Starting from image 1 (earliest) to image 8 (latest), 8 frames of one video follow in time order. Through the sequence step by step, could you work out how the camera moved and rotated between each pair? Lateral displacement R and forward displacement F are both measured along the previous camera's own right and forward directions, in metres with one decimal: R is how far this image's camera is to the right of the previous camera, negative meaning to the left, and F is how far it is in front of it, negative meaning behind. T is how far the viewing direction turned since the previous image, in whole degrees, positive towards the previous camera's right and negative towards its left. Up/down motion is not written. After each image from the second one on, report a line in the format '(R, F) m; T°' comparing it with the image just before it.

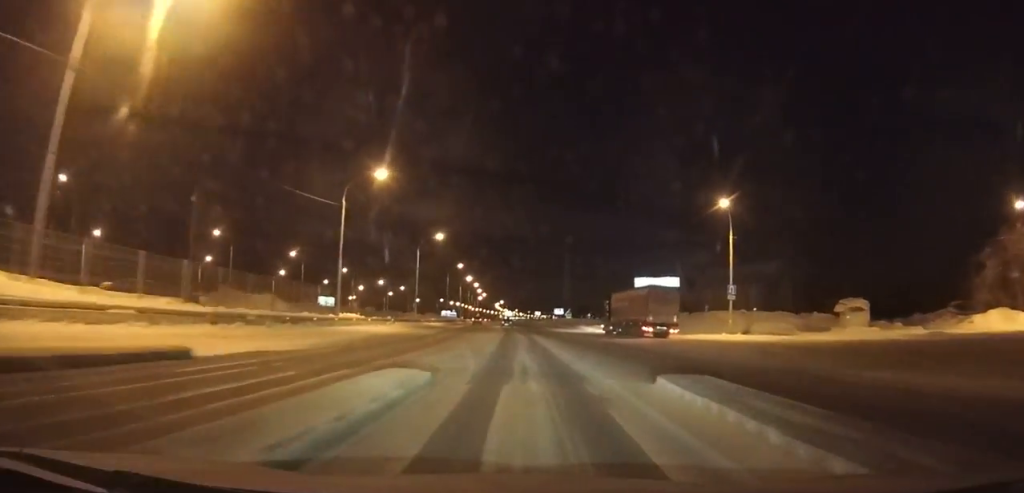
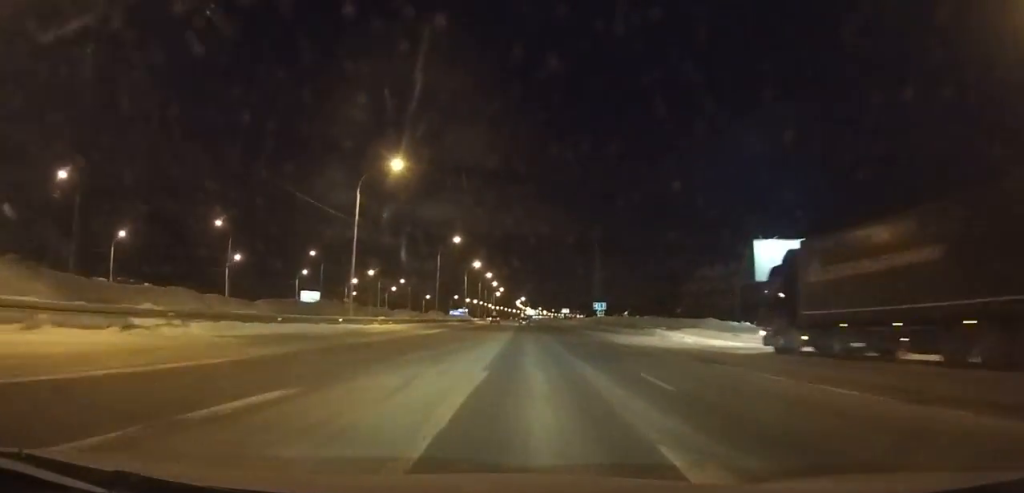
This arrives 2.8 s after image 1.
(-0.1, +36.9) m; -1°
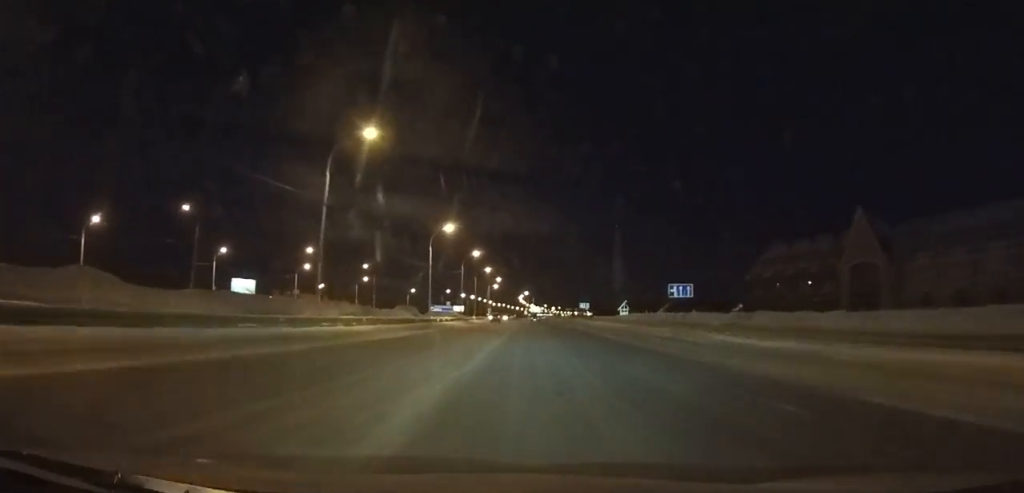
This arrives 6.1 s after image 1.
(-0.6, +45.4) m; -1°
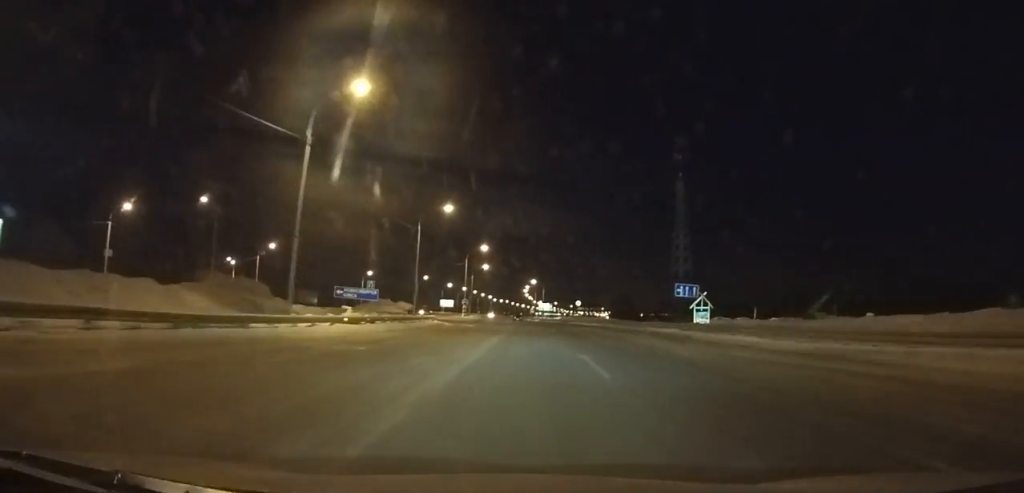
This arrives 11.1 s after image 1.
(-0.7, +72.5) m; -1°
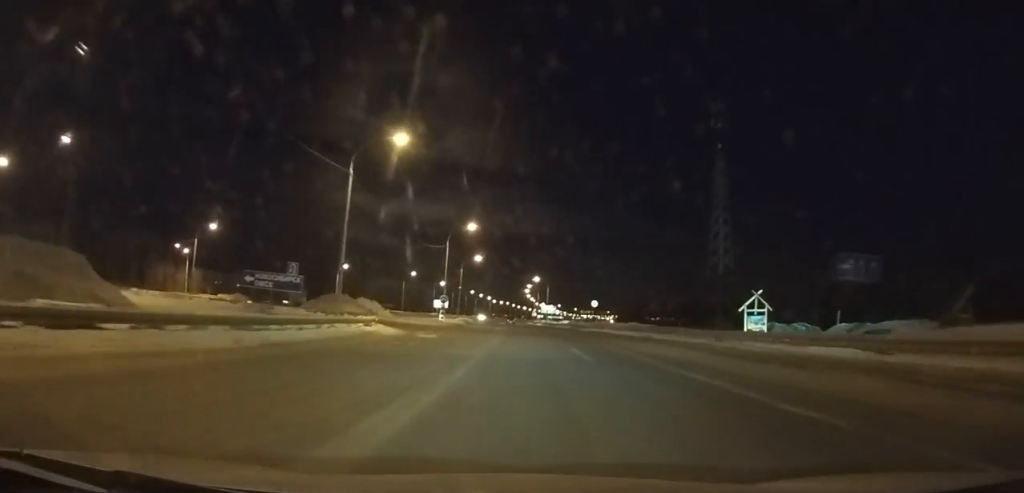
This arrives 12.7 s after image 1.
(-0.1, +23.8) m; 0°
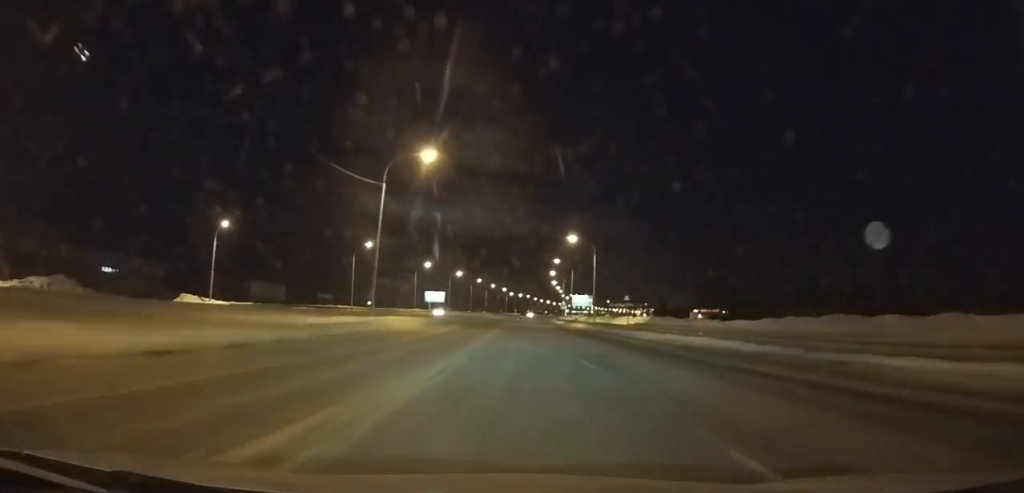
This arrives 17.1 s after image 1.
(-0.6, +68.1) m; -1°
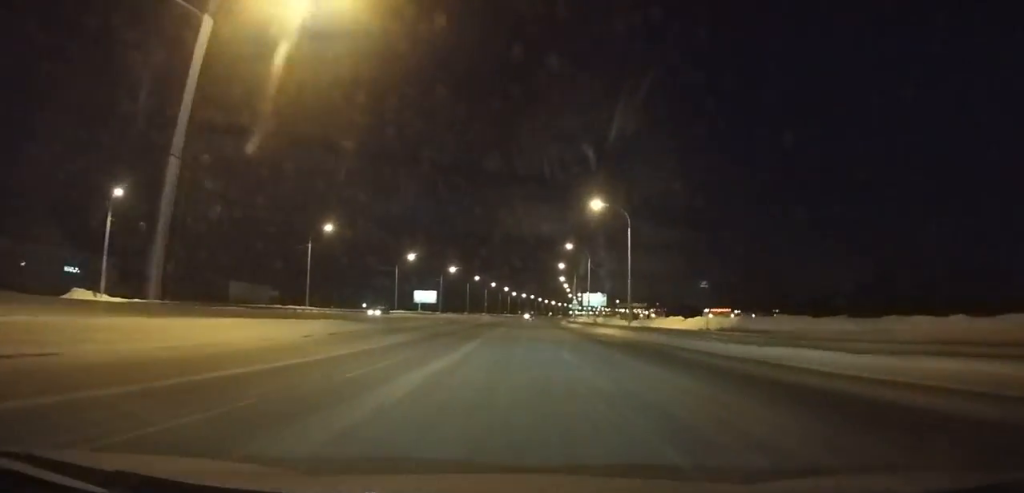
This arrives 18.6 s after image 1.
(-0.1, +23.9) m; 0°
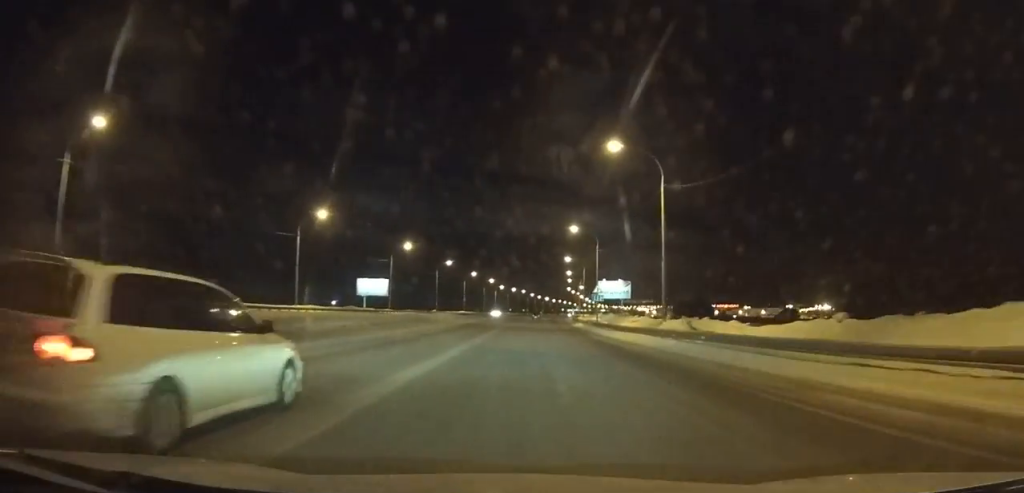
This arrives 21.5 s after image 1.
(+0.1, +47.8) m; +1°
